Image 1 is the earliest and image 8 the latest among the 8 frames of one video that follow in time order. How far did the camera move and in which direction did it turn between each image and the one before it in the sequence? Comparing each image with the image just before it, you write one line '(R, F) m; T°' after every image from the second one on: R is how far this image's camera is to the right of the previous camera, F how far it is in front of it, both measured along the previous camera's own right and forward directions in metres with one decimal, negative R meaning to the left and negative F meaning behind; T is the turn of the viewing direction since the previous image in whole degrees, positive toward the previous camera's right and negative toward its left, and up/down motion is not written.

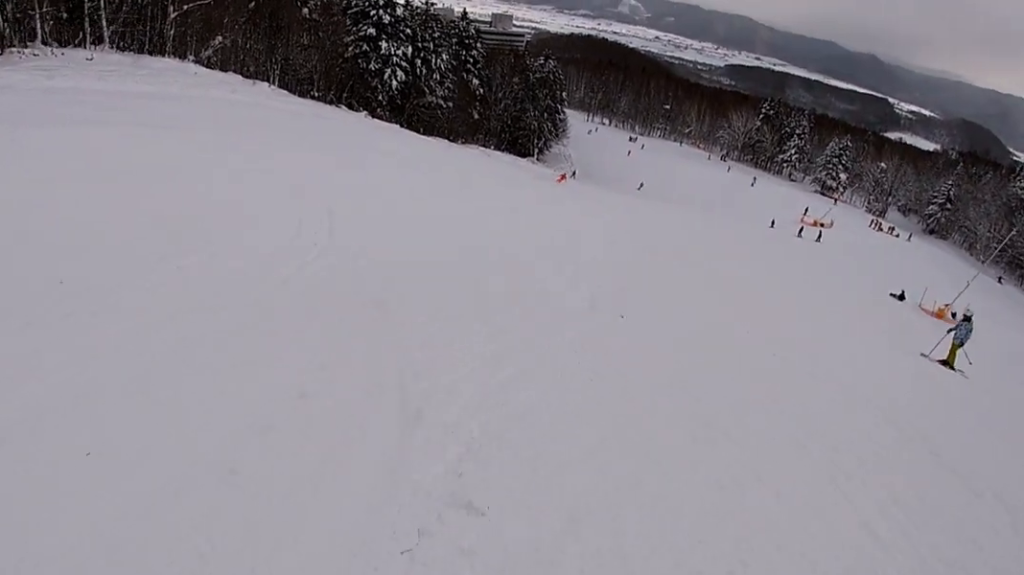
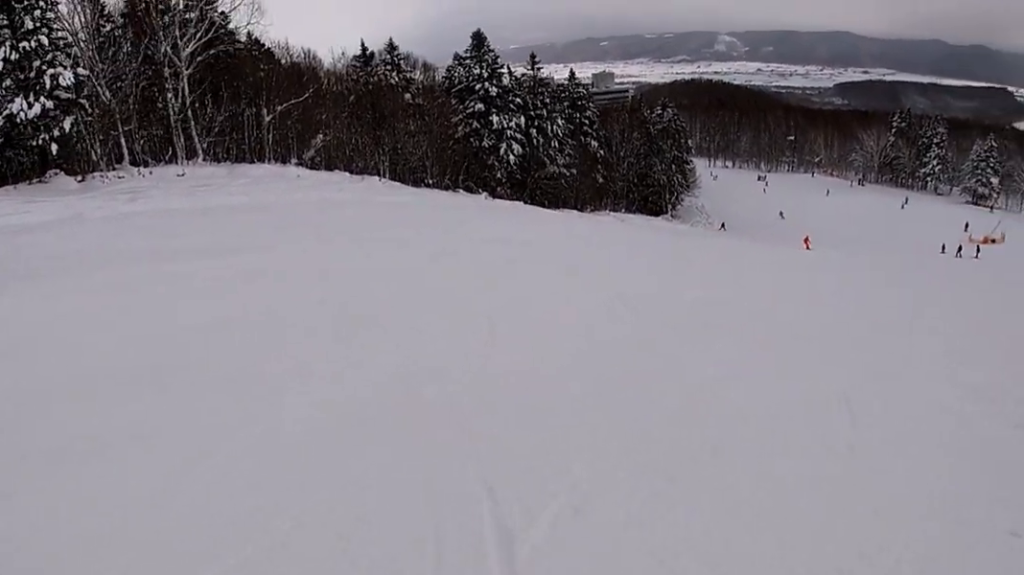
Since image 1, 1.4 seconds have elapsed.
(-1.6, +5.9) m; -12°
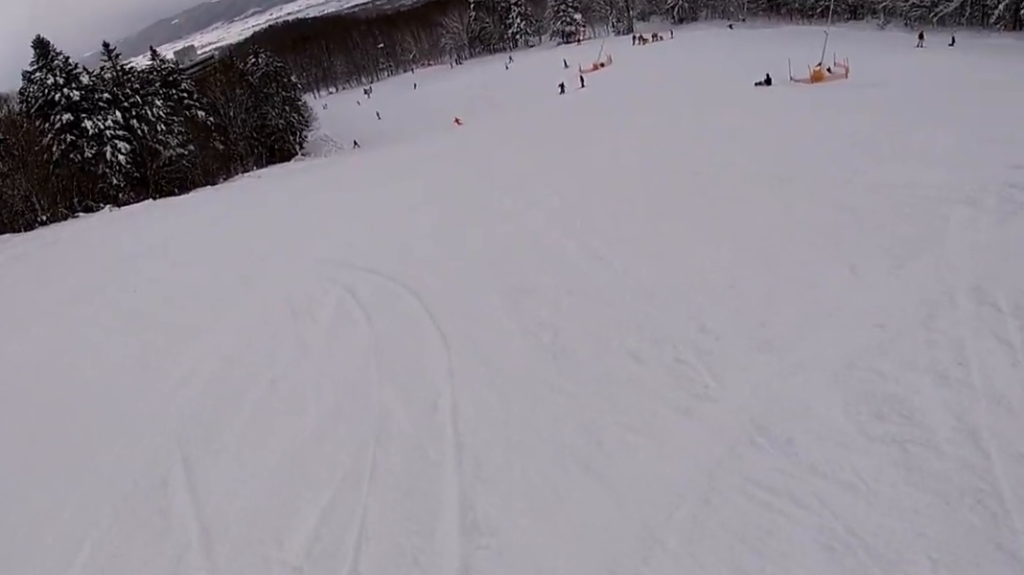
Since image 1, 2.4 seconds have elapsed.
(+0.9, +4.8) m; +30°
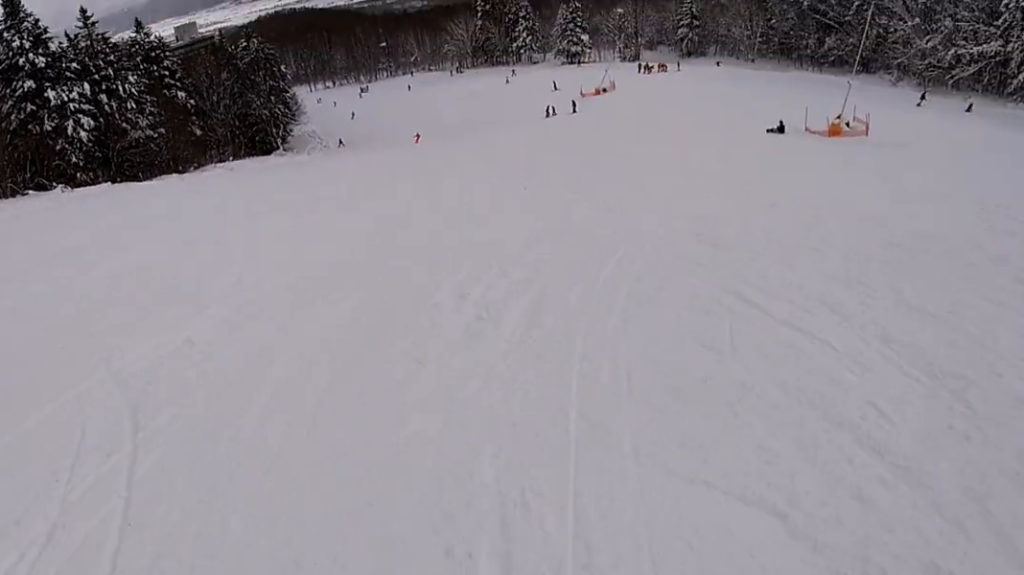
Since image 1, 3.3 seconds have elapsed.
(+1.3, +4.1) m; +5°
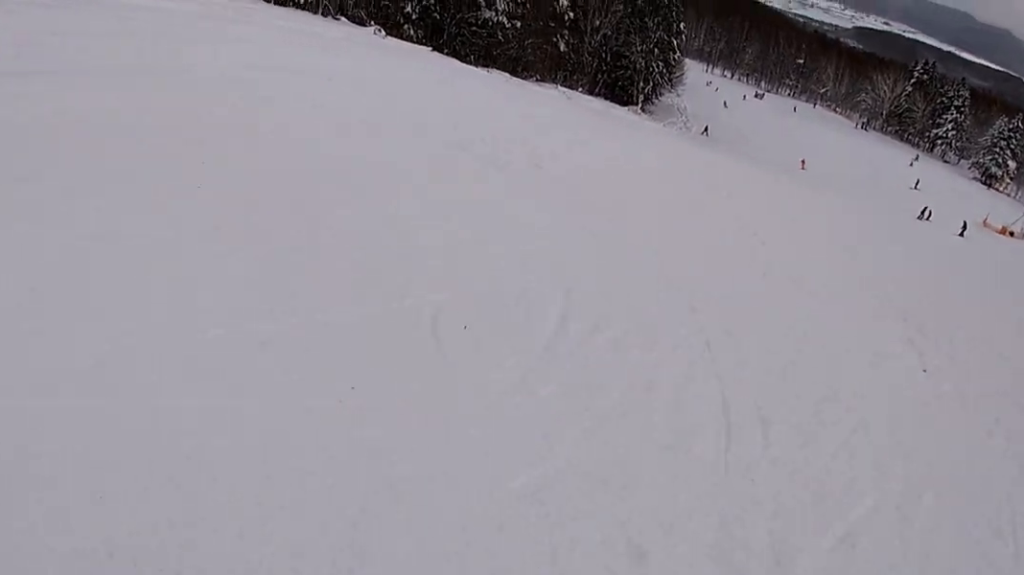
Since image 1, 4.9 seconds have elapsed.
(-1.6, +8.3) m; -22°
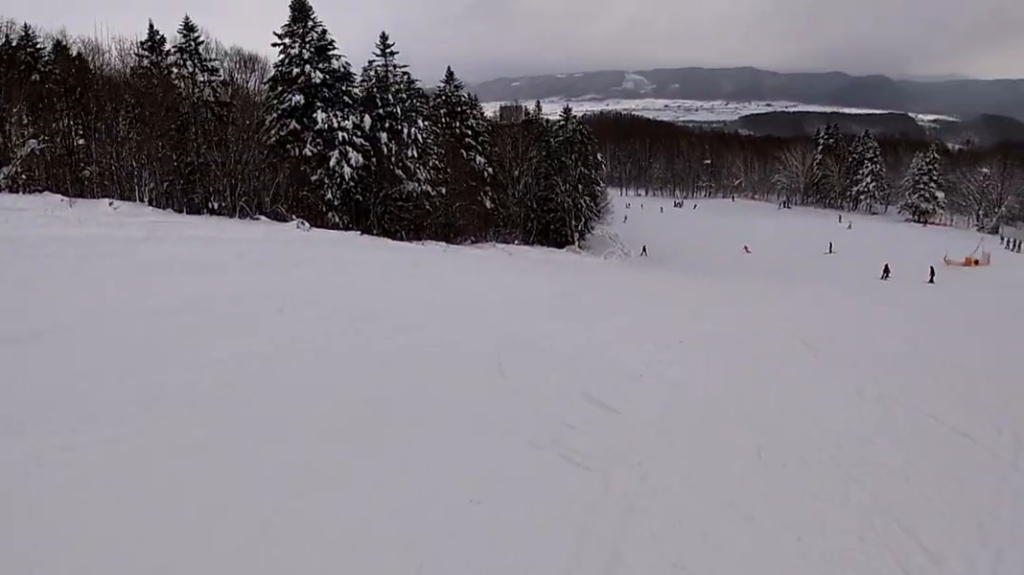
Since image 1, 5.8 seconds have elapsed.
(-0.3, +5.3) m; -8°
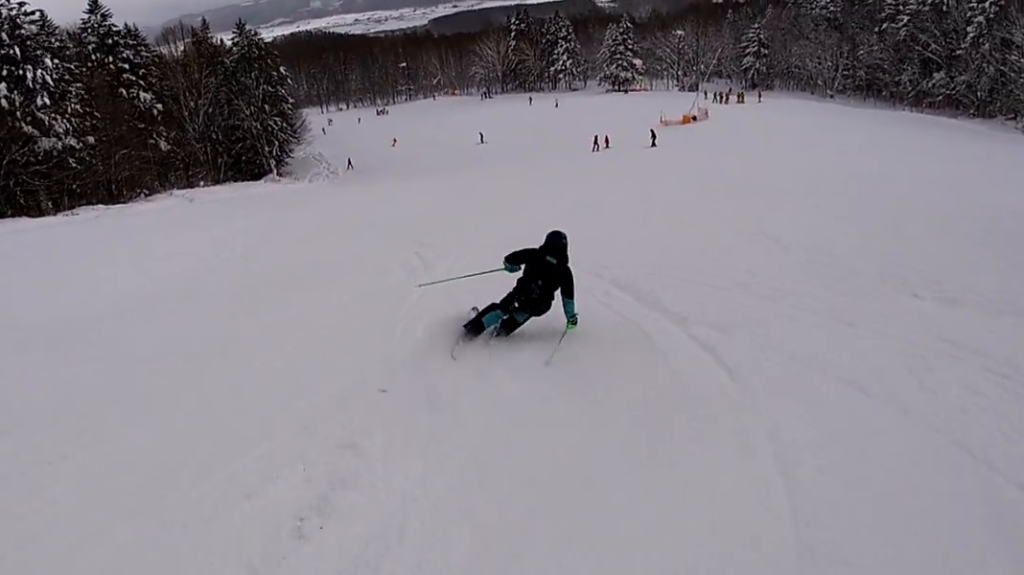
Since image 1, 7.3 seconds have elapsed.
(+1.2, +7.6) m; +21°
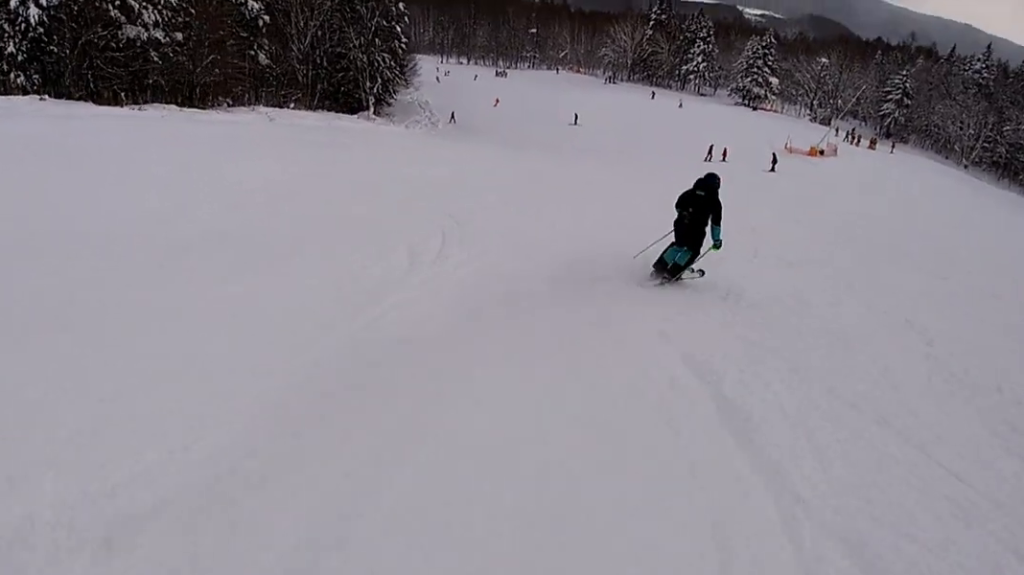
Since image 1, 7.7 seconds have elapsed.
(+0.3, +2.6) m; 0°
